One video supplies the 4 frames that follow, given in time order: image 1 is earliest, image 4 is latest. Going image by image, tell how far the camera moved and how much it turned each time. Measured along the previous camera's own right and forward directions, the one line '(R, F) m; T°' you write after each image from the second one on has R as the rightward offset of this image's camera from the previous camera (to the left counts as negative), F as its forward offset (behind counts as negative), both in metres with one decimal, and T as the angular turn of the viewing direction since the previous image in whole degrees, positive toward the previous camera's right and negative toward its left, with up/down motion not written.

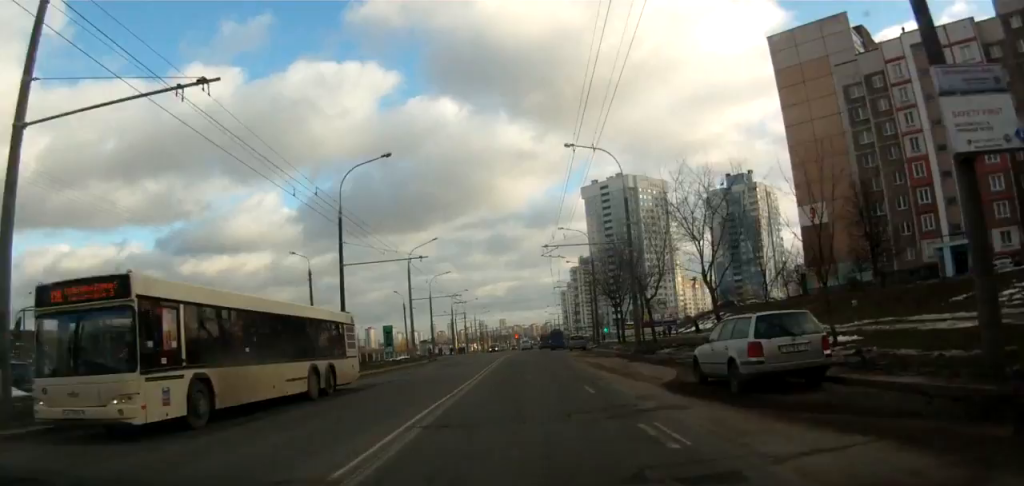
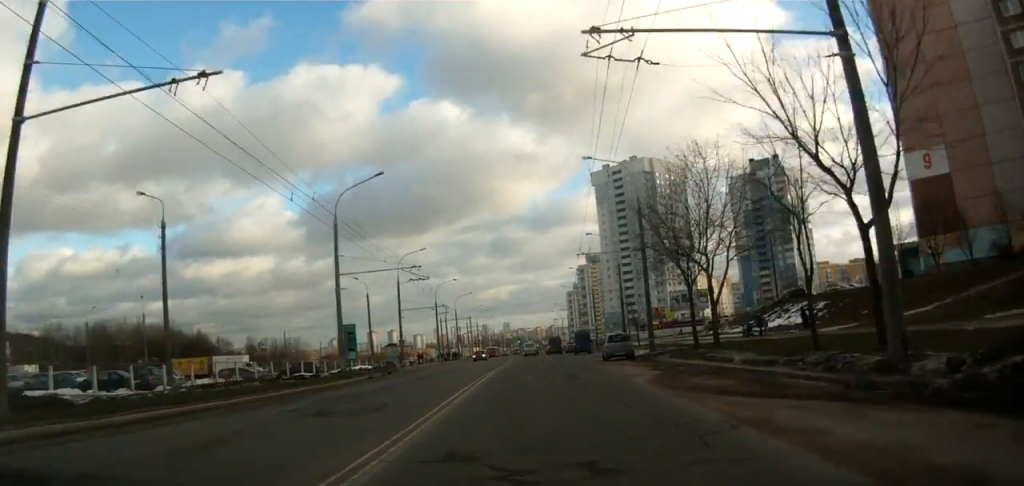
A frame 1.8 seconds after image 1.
(-0.3, +27.3) m; -1°
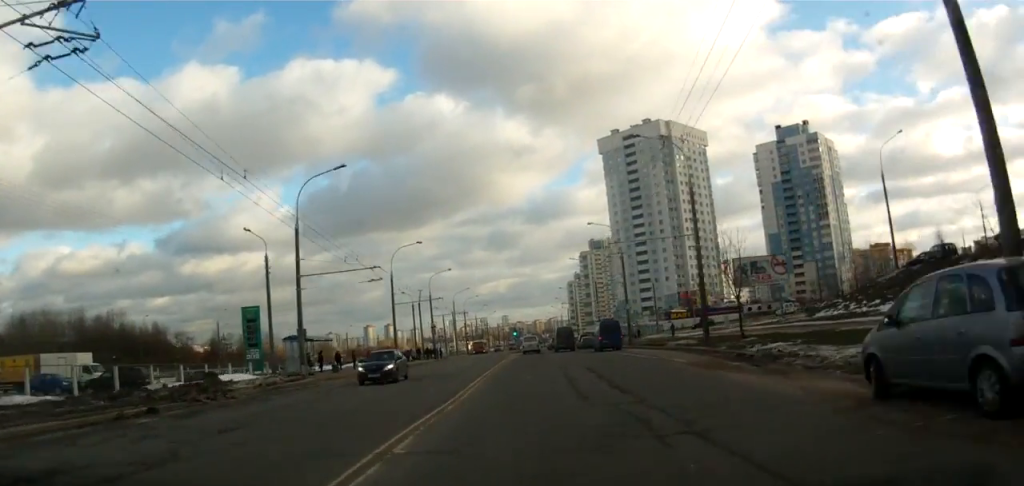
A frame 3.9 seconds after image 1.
(+0.1, +31.7) m; +1°
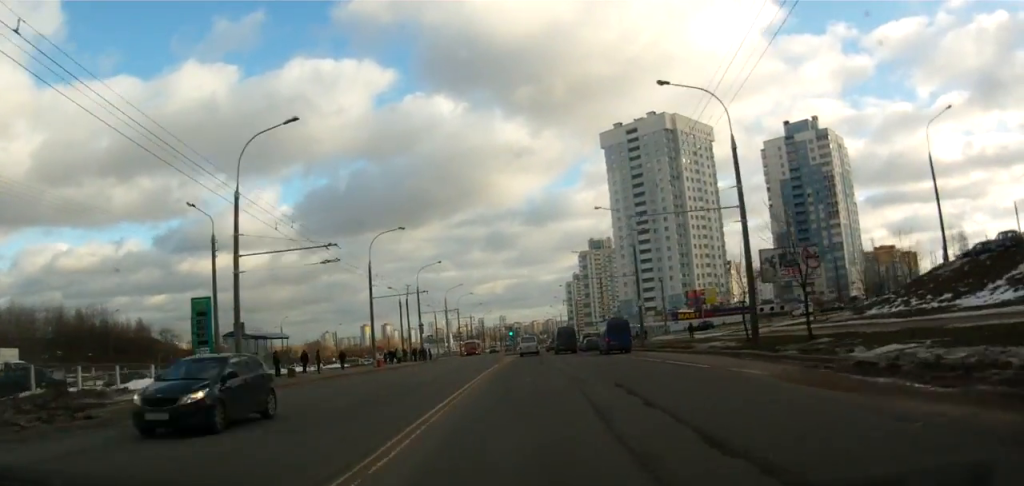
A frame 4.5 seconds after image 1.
(+0.1, +8.8) m; +1°
